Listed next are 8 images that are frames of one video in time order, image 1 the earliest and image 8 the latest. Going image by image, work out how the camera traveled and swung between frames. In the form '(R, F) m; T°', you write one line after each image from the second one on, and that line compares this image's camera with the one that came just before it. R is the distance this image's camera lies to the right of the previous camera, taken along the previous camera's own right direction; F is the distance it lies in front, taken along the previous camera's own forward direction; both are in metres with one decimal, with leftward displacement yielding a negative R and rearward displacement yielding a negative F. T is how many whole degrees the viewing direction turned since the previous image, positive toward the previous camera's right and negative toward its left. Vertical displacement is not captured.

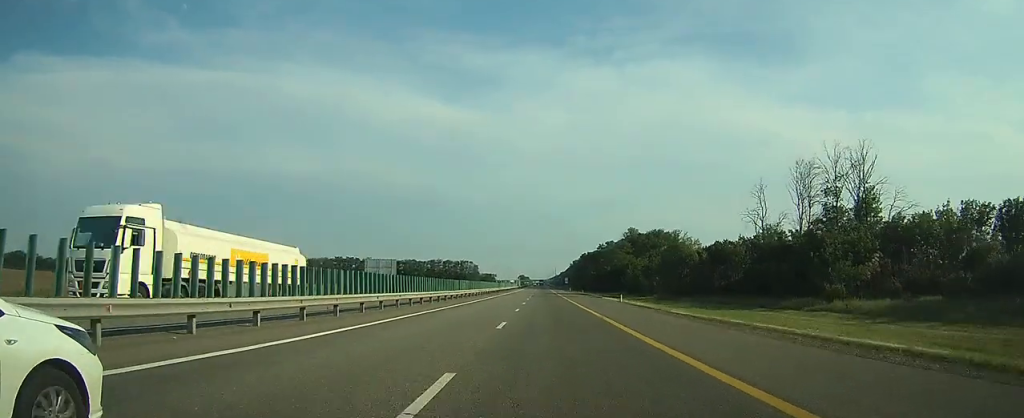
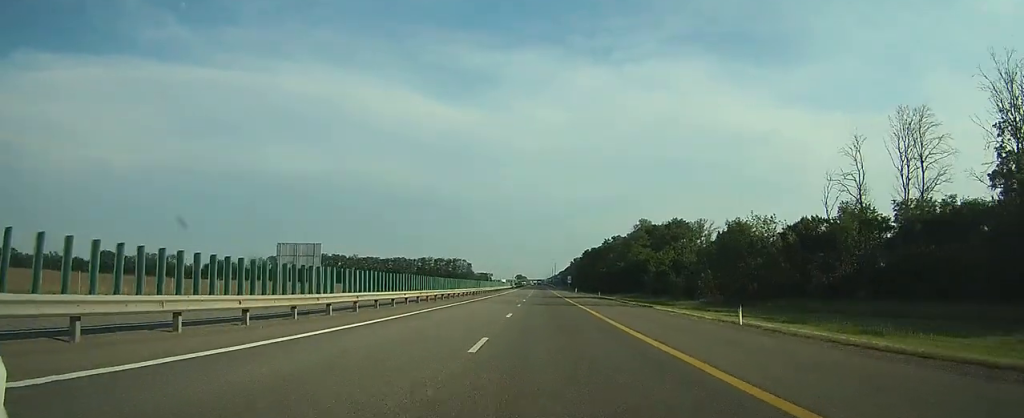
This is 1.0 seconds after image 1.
(0.0, +30.3) m; 0°
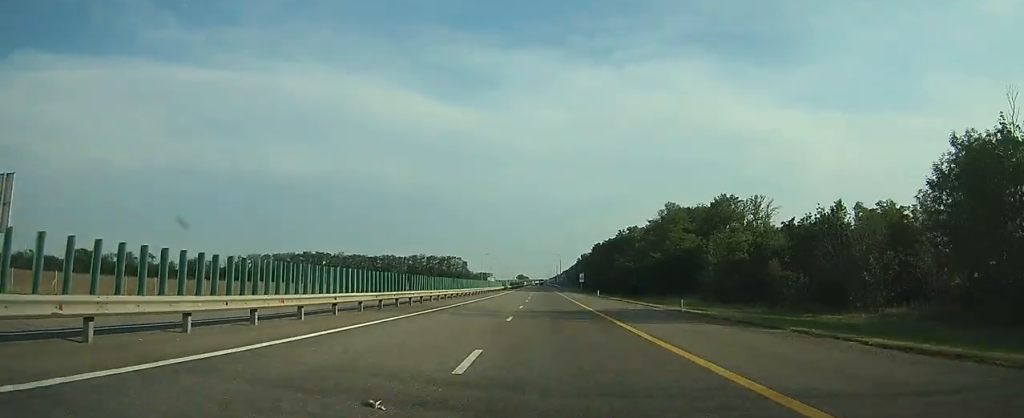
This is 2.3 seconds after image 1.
(0.0, +38.7) m; 0°
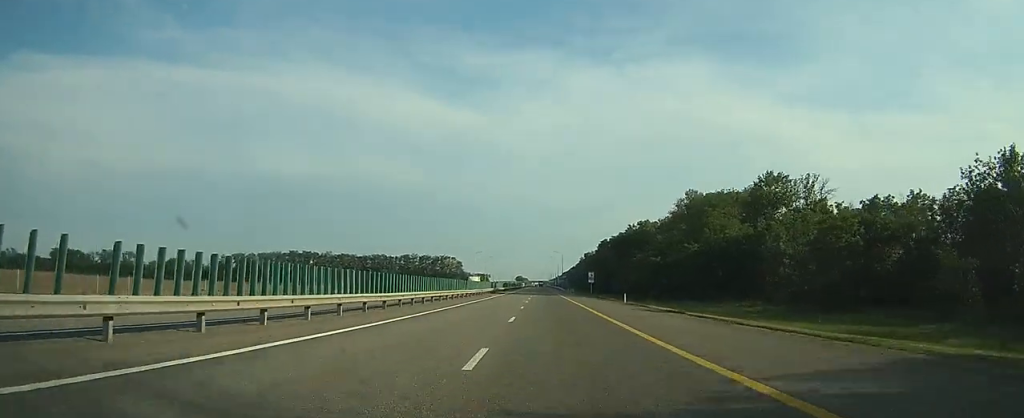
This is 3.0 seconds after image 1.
(0.0, +23.5) m; 0°
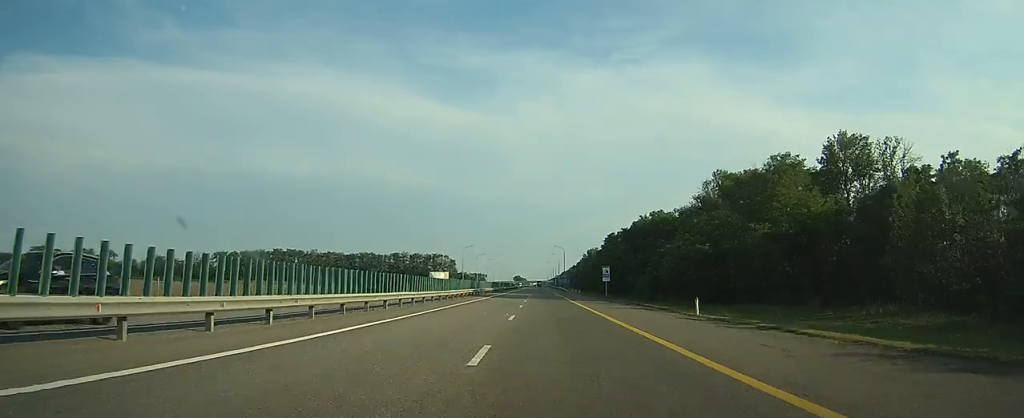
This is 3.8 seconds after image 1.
(0.0, +23.6) m; 0°
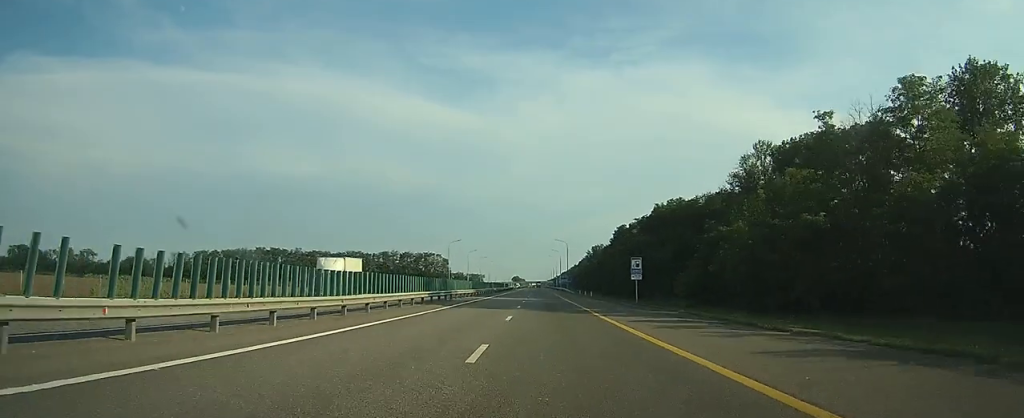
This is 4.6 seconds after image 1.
(0.0, +23.6) m; 0°
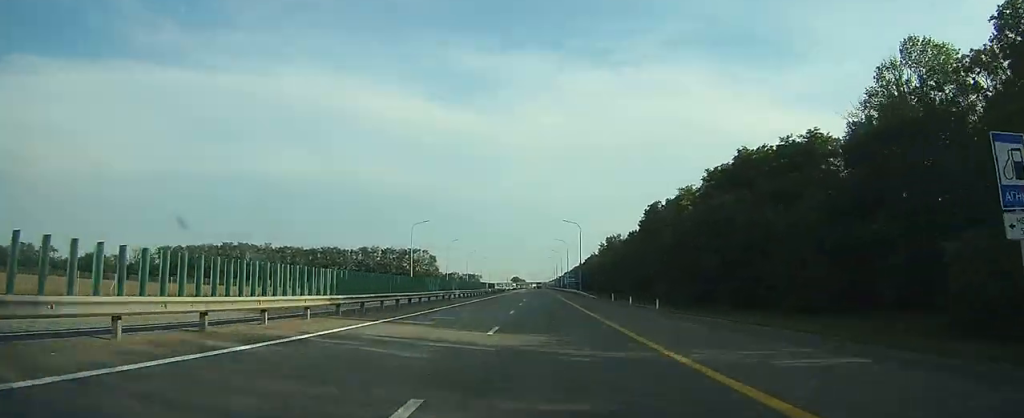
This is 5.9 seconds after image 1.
(0.0, +42.3) m; 0°
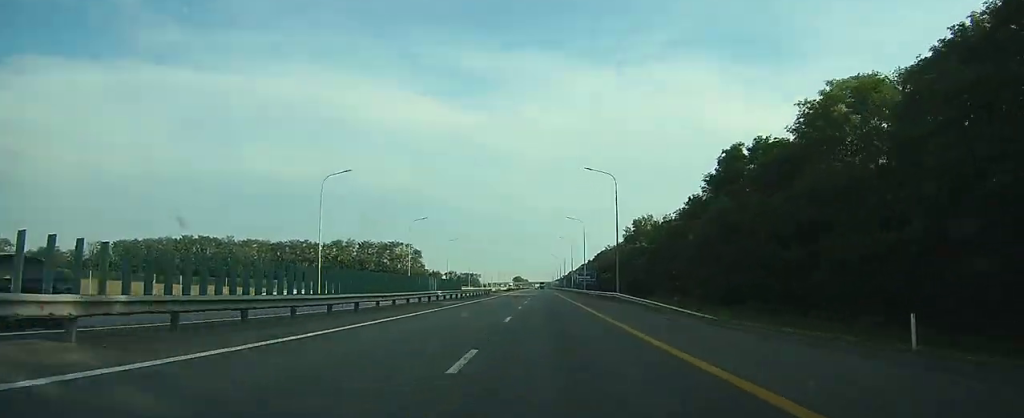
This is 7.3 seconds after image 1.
(0.0, +43.5) m; 0°
